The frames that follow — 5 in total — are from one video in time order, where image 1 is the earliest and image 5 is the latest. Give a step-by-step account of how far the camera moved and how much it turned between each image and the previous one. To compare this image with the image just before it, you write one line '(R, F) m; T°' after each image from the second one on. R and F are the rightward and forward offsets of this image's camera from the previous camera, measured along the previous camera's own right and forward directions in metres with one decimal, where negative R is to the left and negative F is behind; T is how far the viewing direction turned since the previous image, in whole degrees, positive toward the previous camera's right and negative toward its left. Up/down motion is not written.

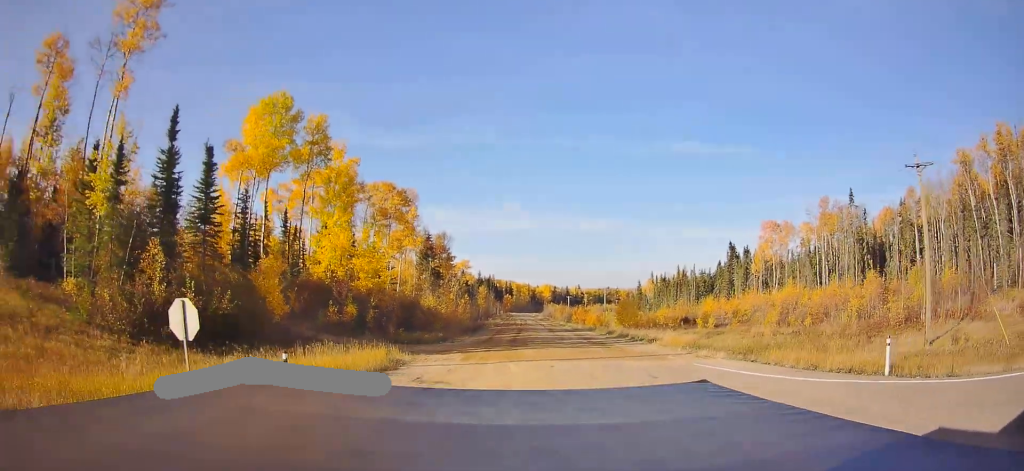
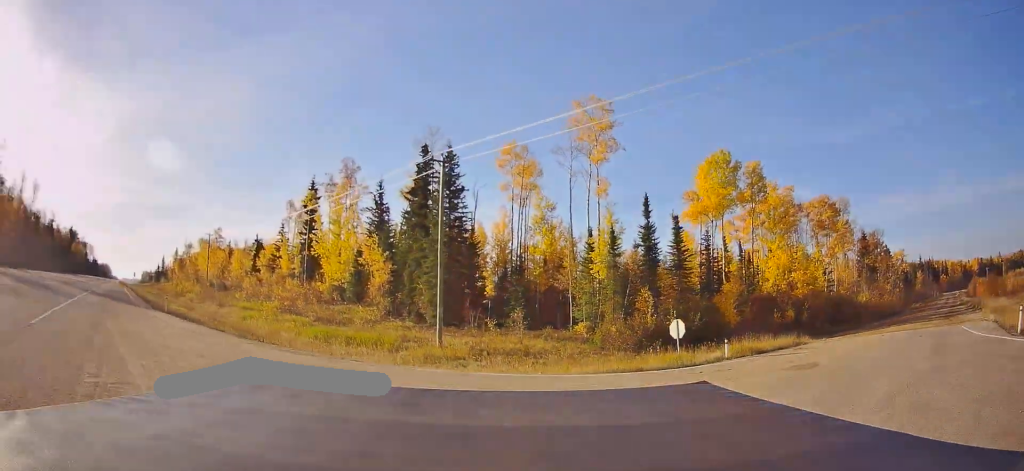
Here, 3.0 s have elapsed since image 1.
(-8.1, +20.2) m; -34°
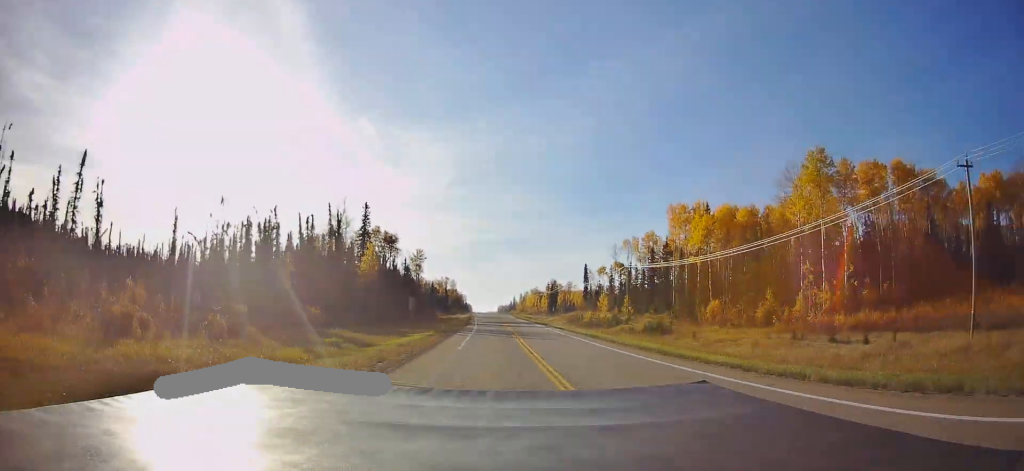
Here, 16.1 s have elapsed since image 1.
(-77.4, +245.0) m; -18°
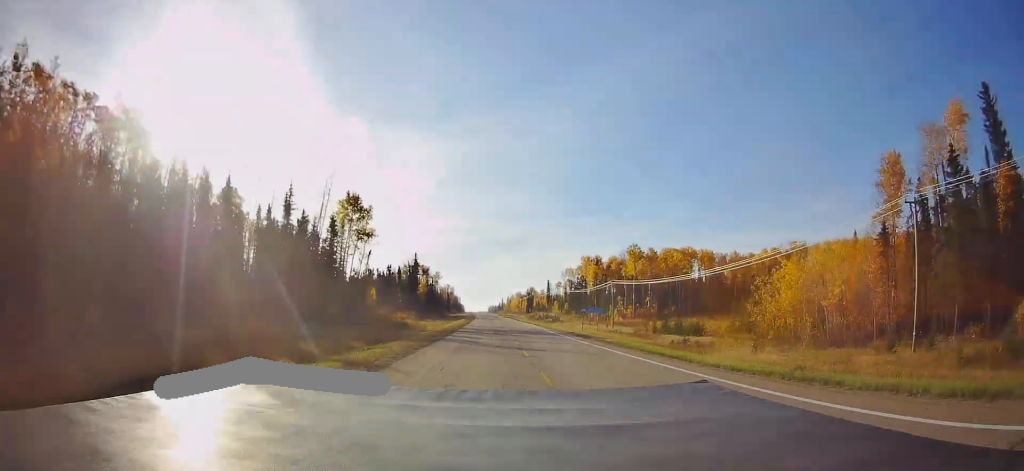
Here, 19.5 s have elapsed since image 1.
(+0.7, +94.4) m; +1°
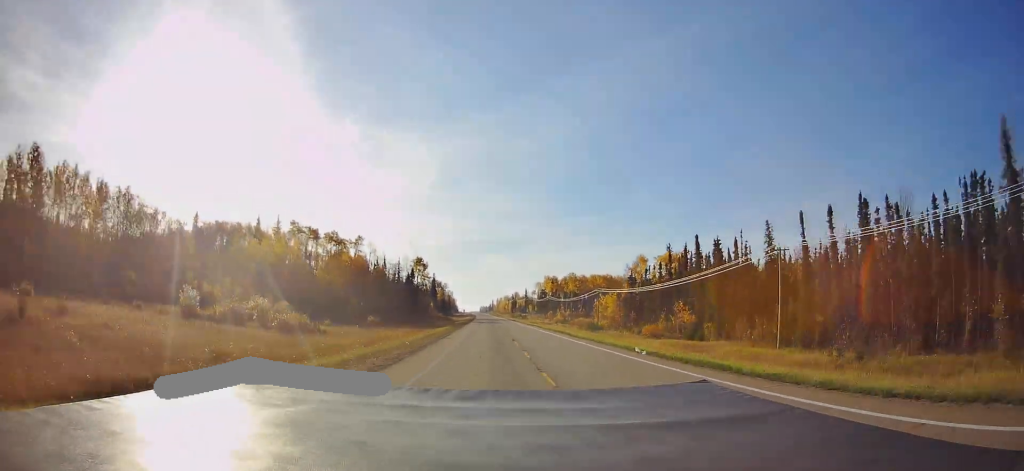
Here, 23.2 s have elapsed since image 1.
(+0.6, +105.3) m; +1°
